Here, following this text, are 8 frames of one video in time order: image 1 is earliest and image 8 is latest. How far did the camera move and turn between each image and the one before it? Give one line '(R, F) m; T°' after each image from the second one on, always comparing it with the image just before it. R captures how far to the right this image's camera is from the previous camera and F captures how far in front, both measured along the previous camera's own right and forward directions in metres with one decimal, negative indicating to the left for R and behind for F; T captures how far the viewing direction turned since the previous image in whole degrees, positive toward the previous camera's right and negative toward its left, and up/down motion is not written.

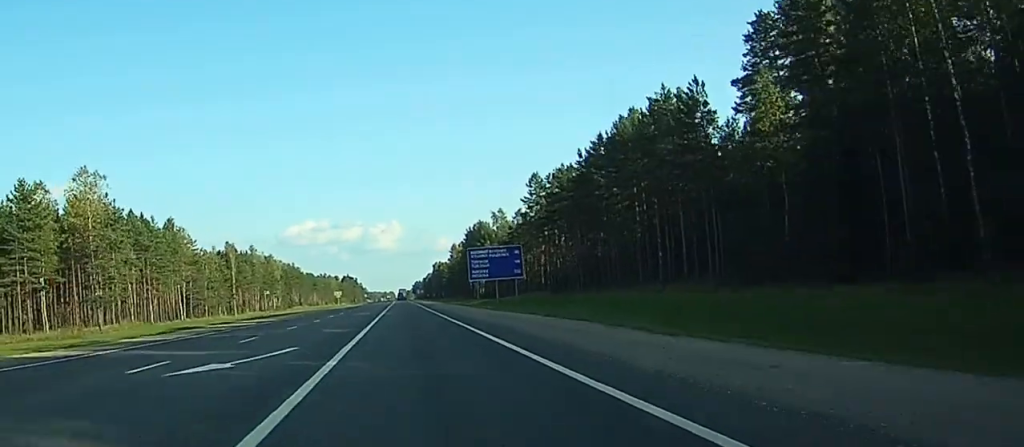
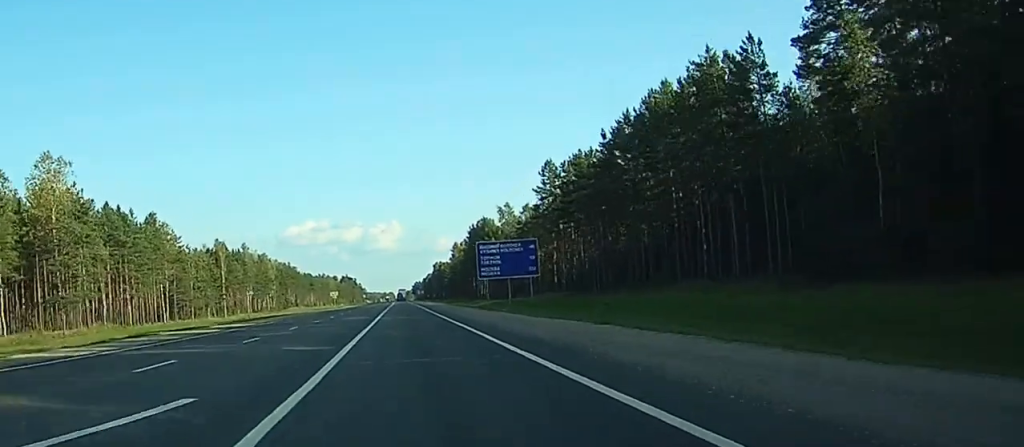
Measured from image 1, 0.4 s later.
(0.0, +11.4) m; 0°
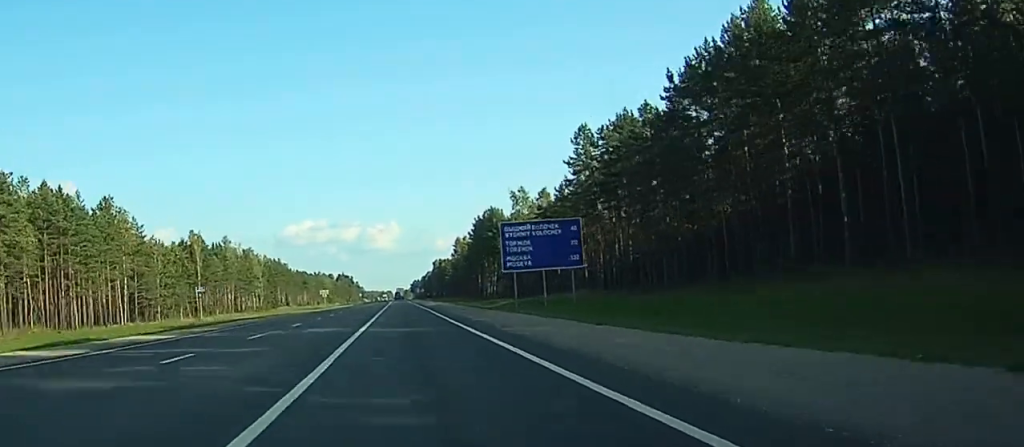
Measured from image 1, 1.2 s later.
(+0.1, +21.9) m; +1°
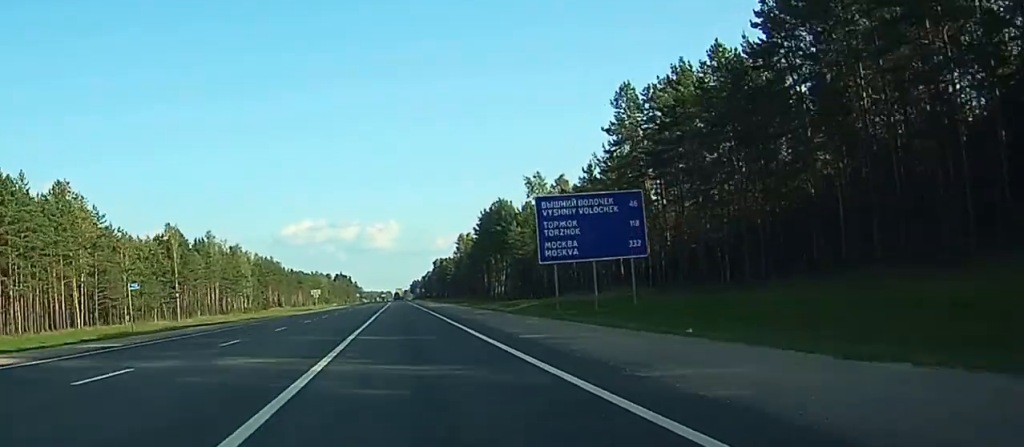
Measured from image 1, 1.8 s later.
(0.0, +17.2) m; +1°
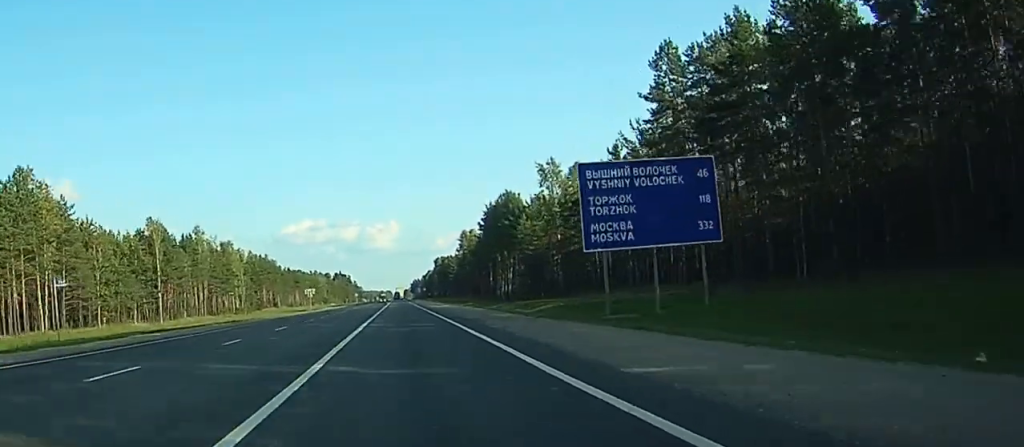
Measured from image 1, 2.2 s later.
(+0.4, +11.4) m; 0°
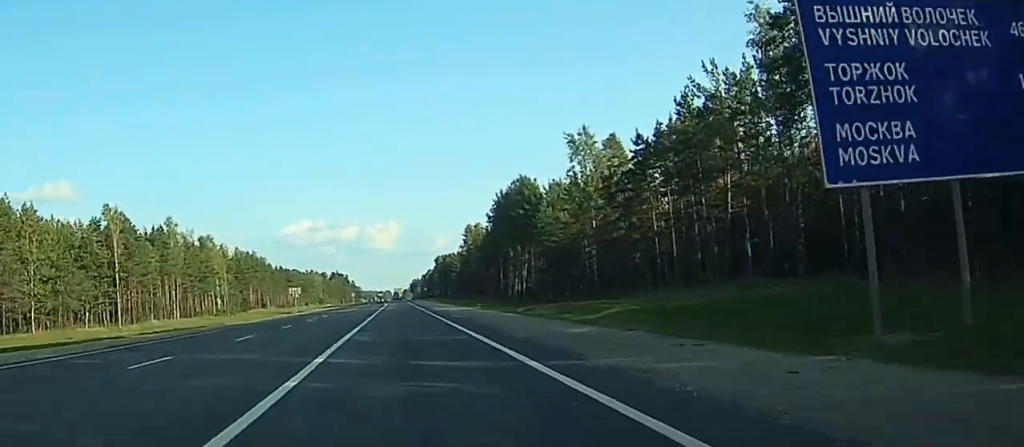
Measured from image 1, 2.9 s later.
(+0.1, +20.9) m; -1°
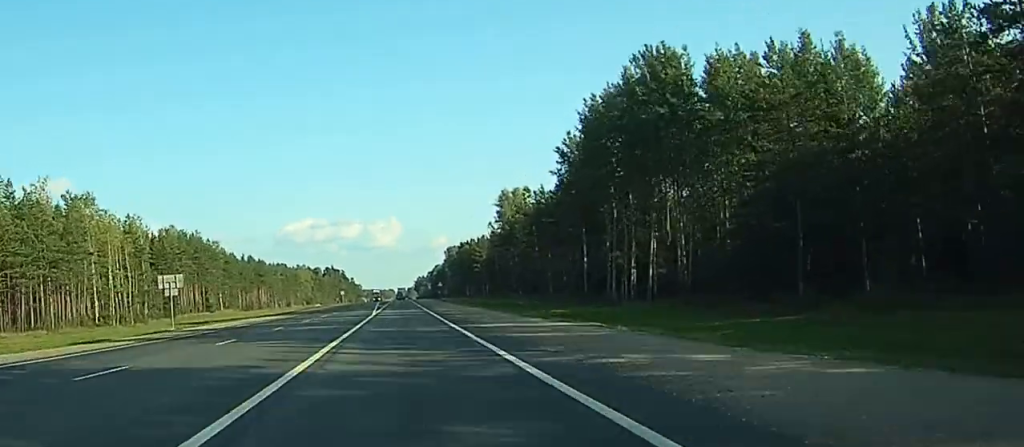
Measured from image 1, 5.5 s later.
(-2.0, +73.5) m; -1°
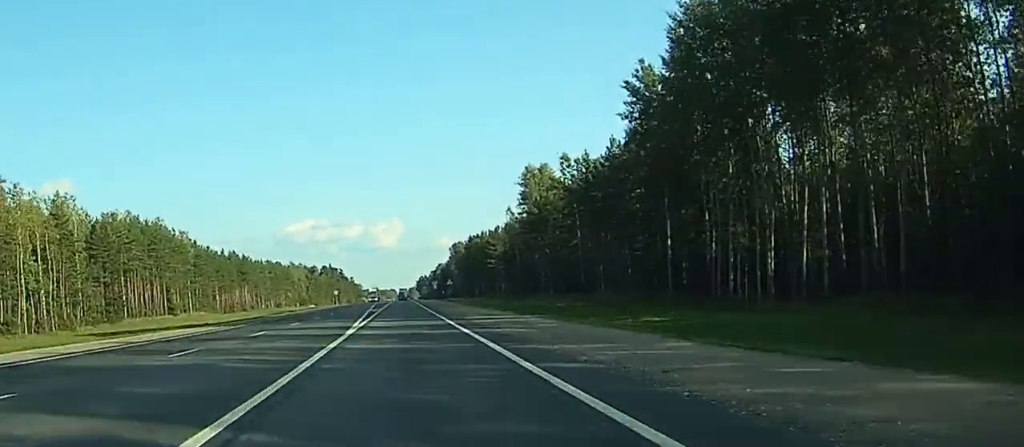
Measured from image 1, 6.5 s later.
(0.0, +29.3) m; 0°
